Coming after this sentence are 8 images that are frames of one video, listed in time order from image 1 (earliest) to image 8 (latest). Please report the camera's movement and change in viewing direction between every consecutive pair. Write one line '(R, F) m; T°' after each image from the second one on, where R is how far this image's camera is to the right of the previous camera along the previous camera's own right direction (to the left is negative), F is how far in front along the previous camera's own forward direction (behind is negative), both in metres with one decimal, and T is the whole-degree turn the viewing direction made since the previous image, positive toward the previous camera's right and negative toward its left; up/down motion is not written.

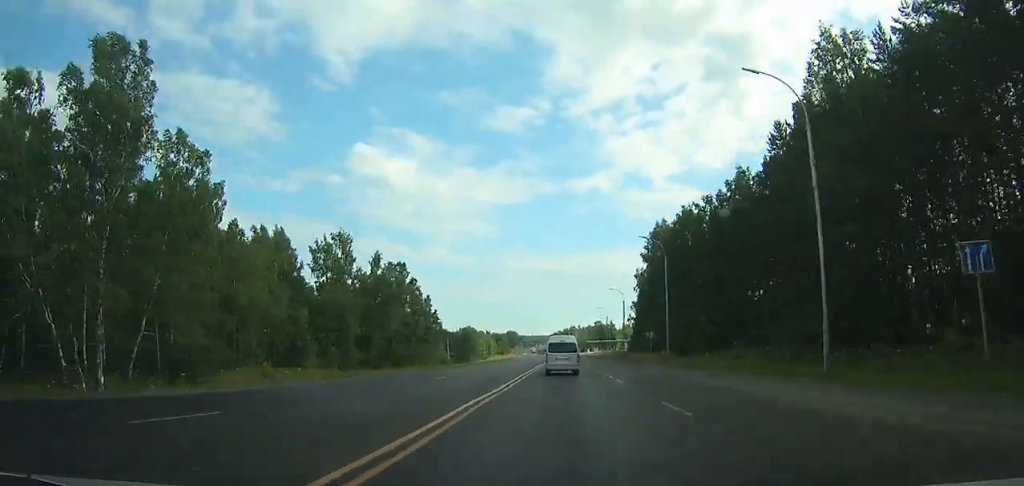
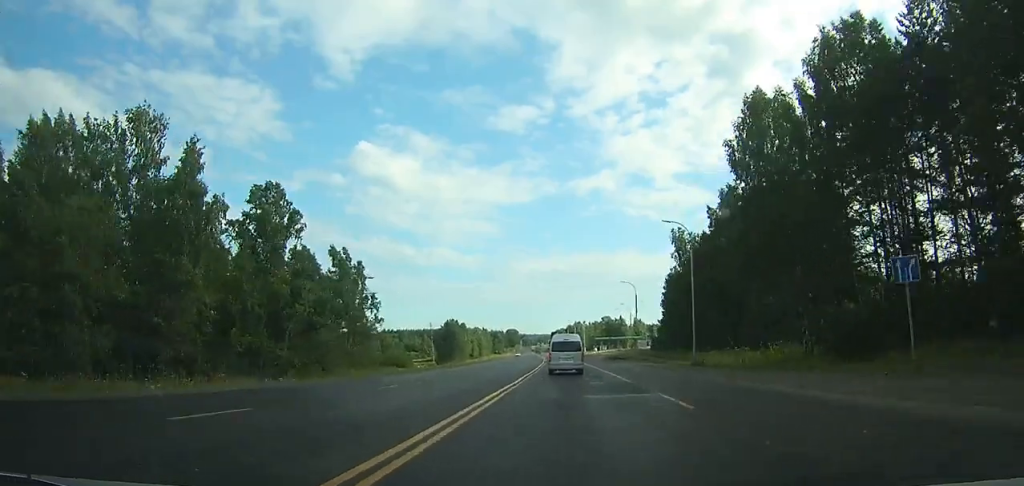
(0.0, +45.4) m; 0°
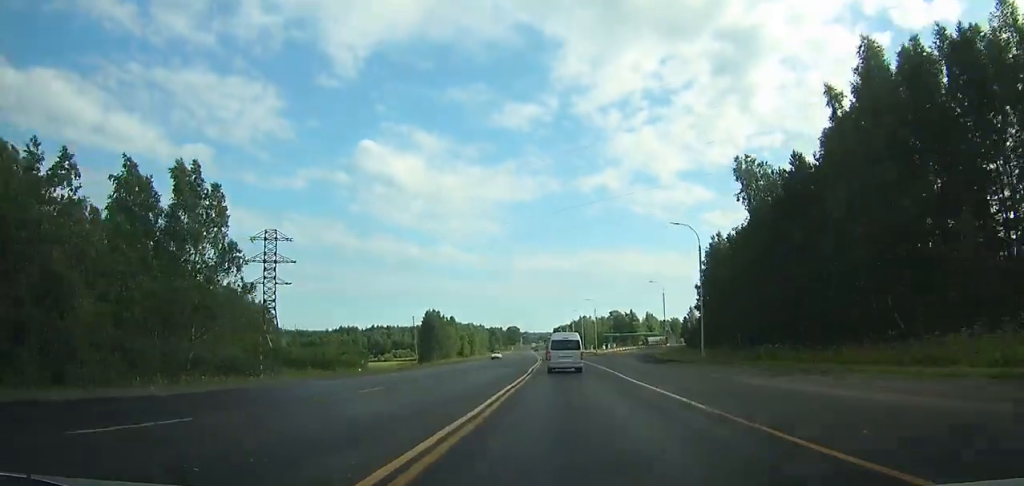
(0.0, +37.9) m; -1°
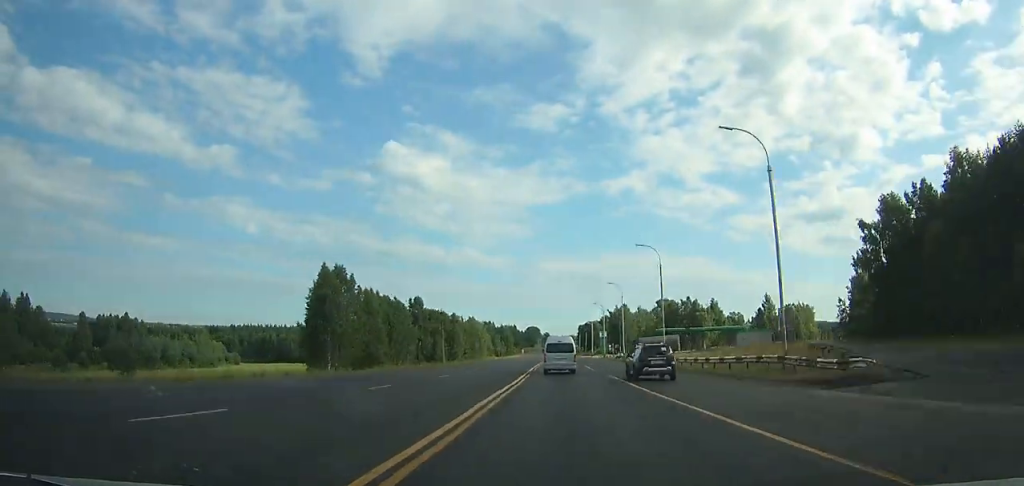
(-1.9, +93.4) m; -2°
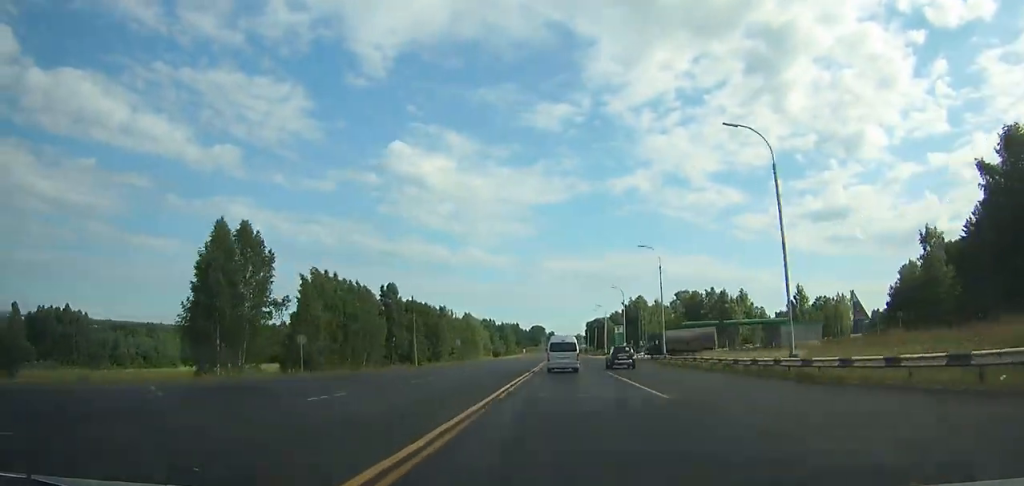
(-0.3, +29.0) m; -1°
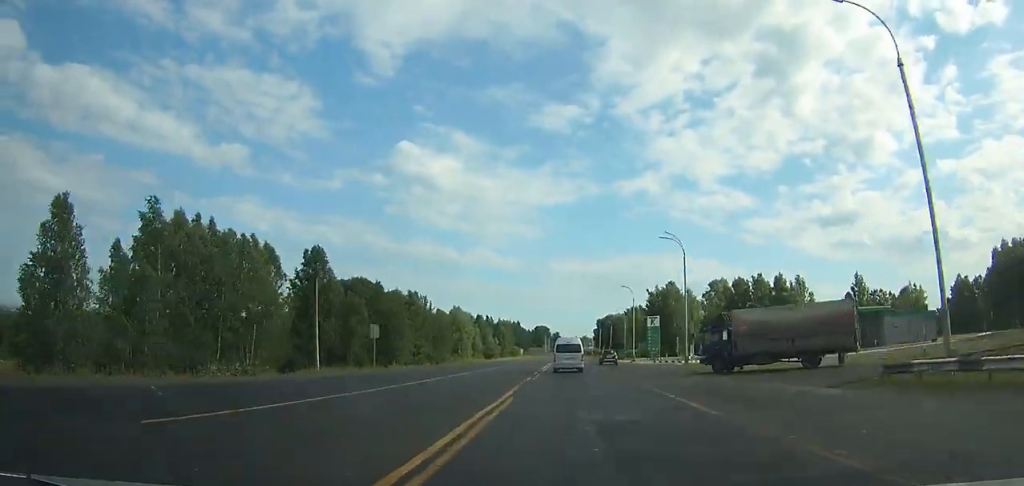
(-0.2, +42.6) m; 0°
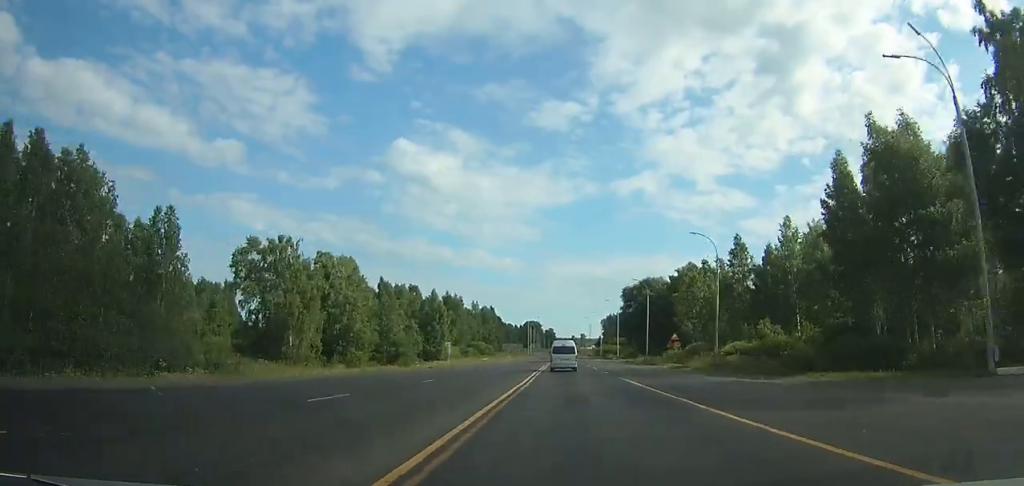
(-1.3, +119.0) m; -8°
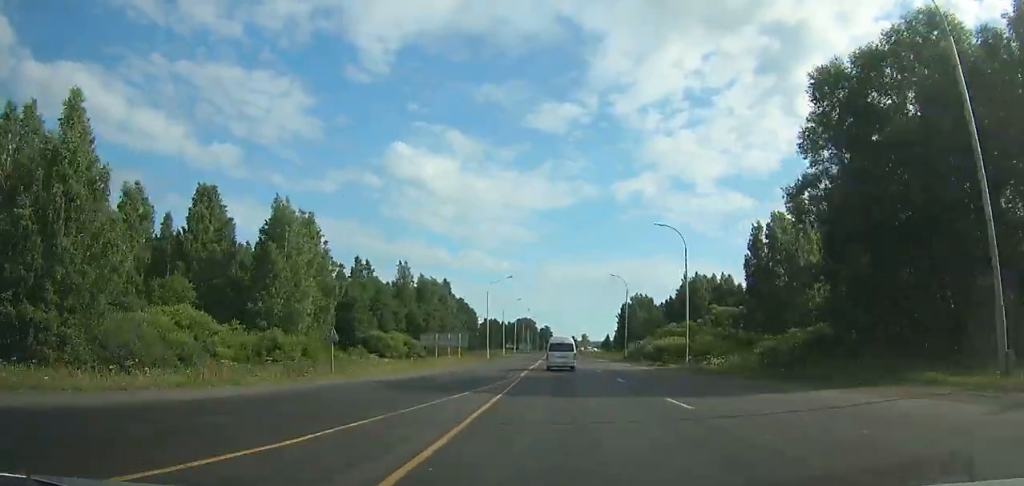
(-23.3, +89.8) m; -1°
